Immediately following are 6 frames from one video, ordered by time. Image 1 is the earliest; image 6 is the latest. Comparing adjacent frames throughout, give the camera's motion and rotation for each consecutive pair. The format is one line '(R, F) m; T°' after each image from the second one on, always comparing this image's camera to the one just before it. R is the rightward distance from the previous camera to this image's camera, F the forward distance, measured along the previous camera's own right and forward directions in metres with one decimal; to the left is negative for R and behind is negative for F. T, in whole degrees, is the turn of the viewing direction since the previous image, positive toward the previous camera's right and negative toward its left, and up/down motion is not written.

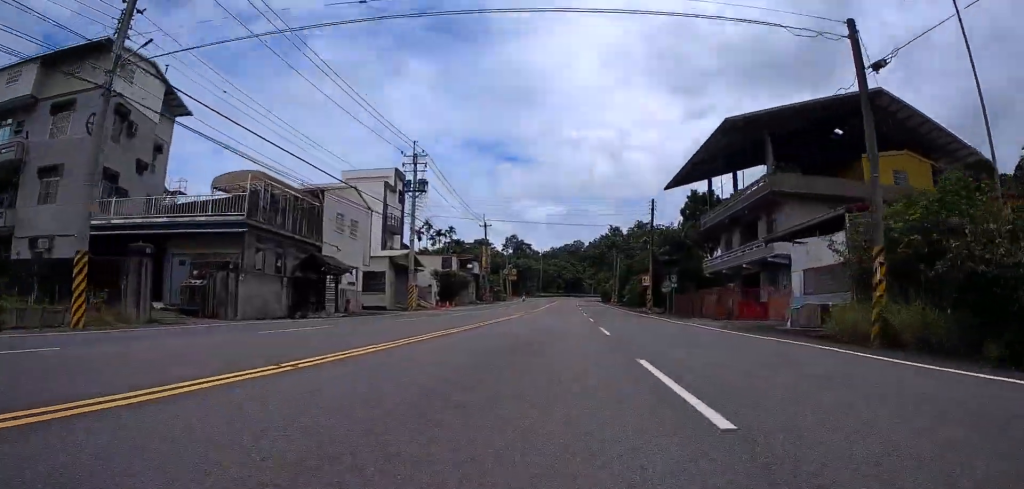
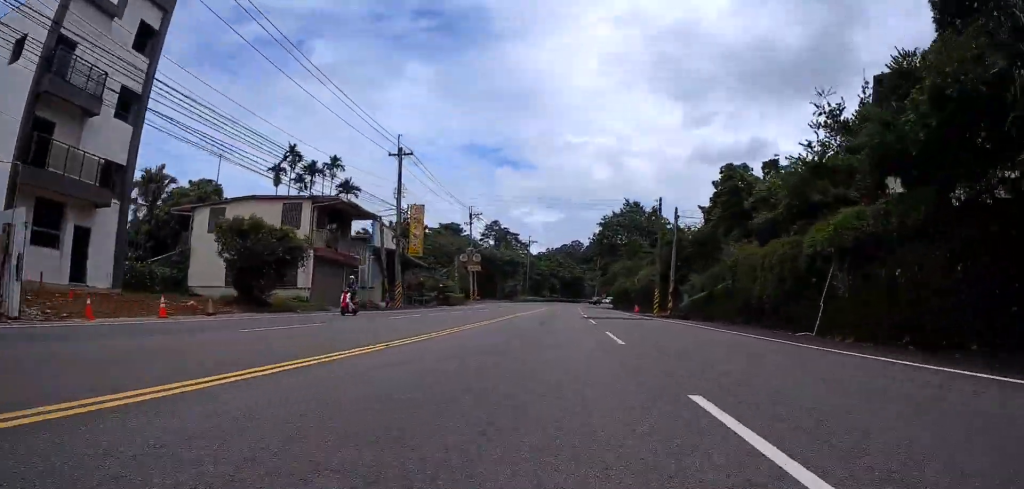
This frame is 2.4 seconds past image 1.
(-1.0, +42.9) m; -1°
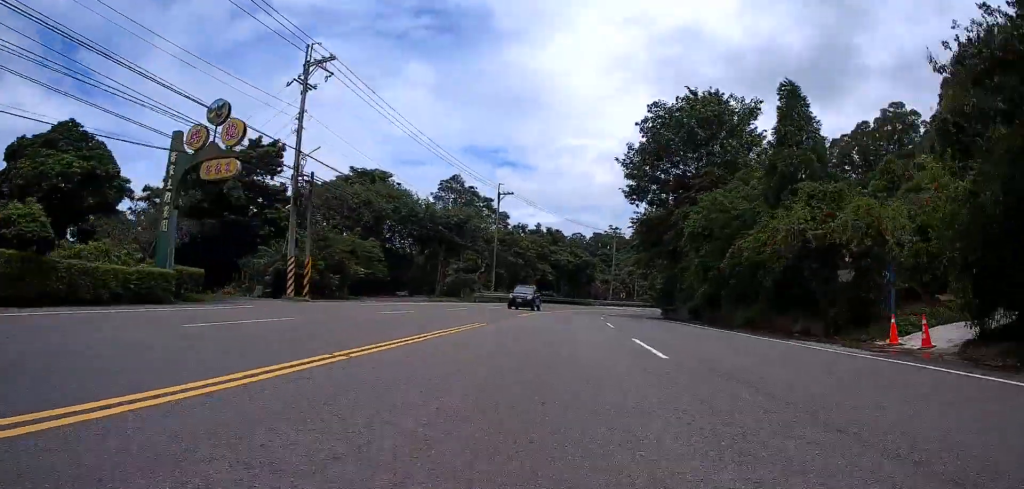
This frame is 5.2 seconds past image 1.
(+0.3, +52.2) m; +2°
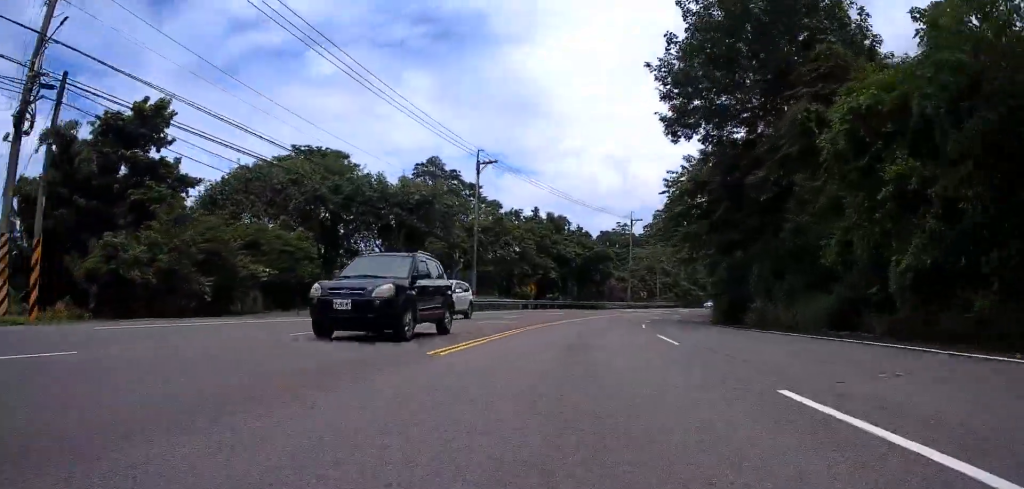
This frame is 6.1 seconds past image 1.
(-0.4, +17.0) m; +4°
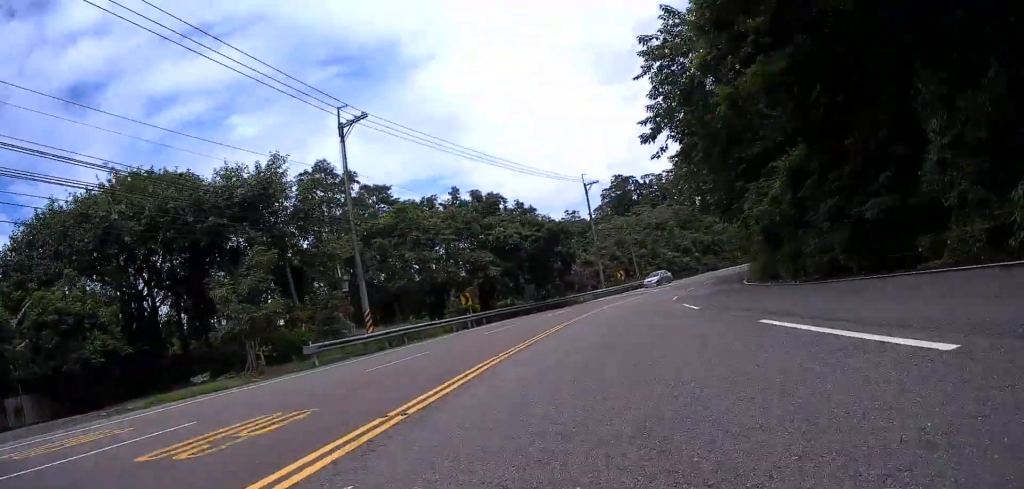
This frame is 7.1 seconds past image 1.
(+1.4, +17.6) m; +9°
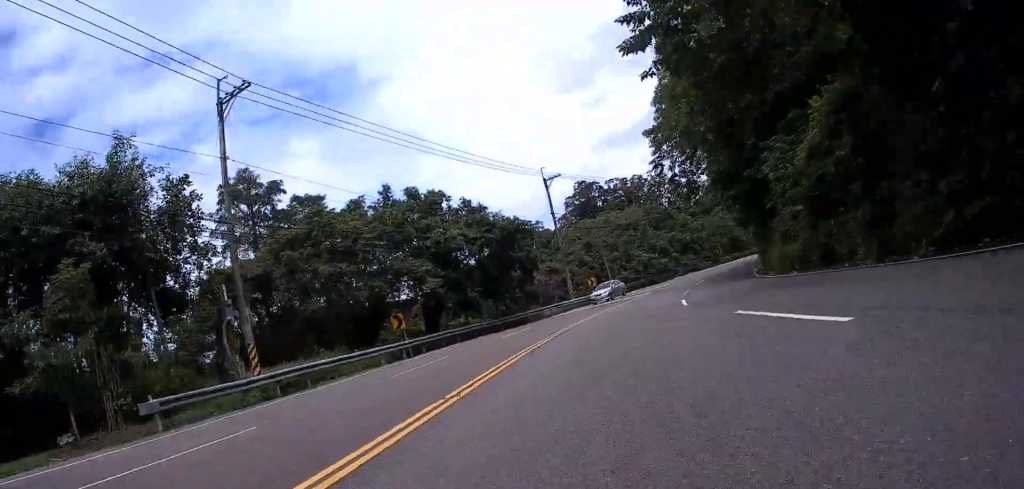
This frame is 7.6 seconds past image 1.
(+0.7, +8.4) m; +5°
